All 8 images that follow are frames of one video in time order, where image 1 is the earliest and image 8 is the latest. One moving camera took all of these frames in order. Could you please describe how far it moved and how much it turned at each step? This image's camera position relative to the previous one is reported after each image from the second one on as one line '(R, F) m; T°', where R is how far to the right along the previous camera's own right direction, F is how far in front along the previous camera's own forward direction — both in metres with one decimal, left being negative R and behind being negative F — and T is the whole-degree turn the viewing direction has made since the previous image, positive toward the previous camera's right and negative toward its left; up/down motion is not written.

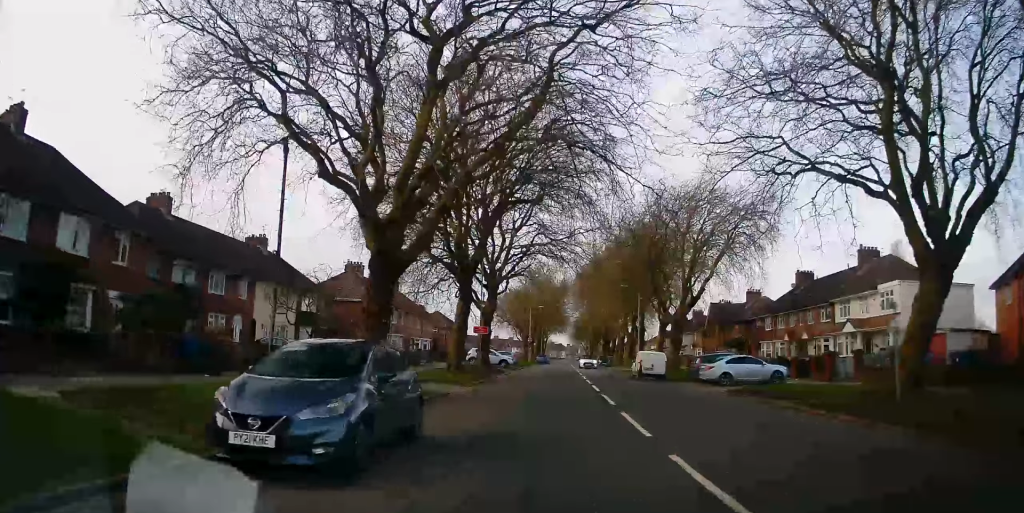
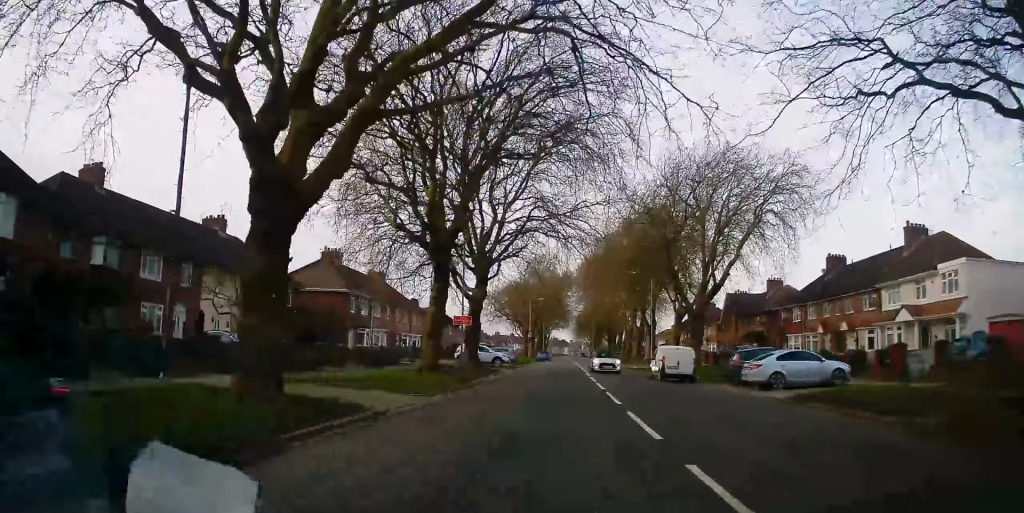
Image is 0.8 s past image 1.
(-0.1, +6.4) m; 0°
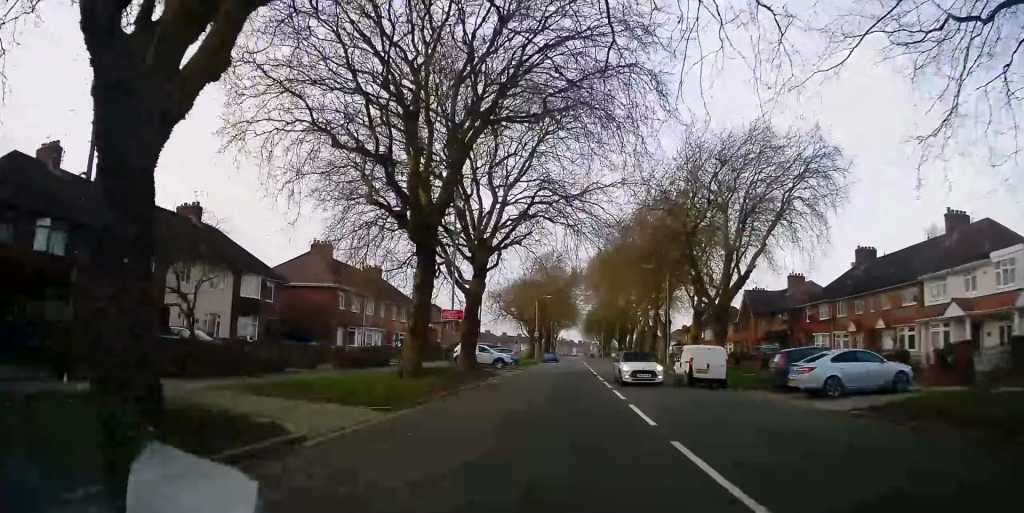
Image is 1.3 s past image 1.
(0.0, +4.2) m; 0°
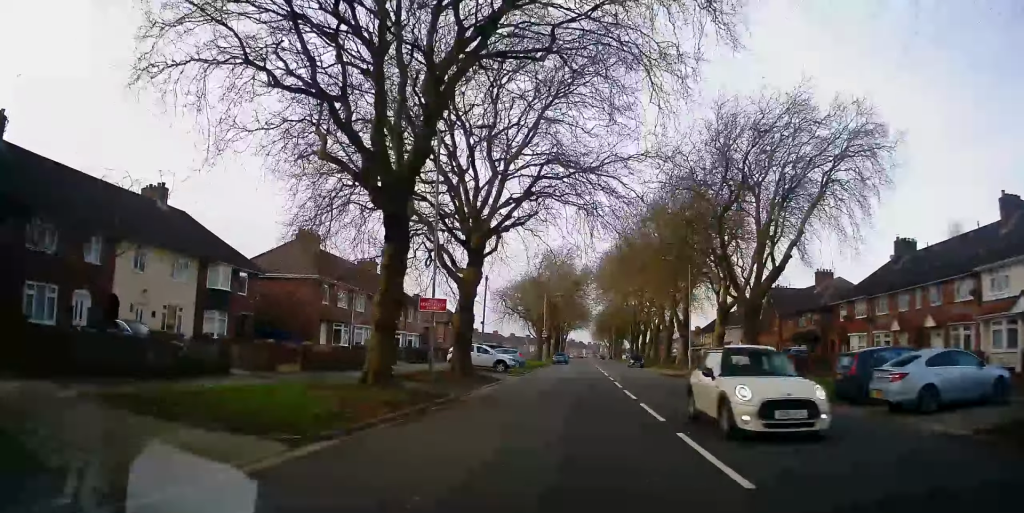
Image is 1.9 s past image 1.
(0.0, +4.8) m; 0°
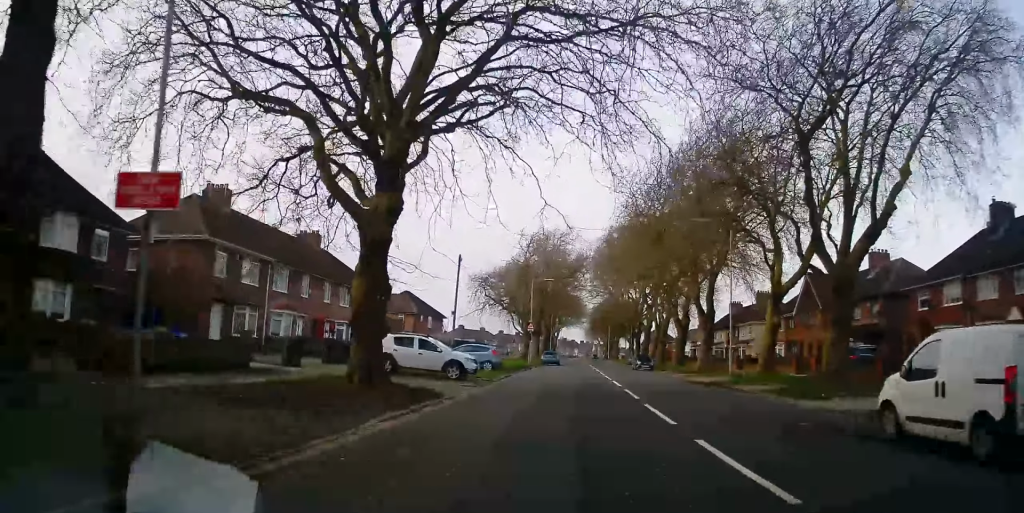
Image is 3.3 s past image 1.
(0.0, +12.4) m; +1°
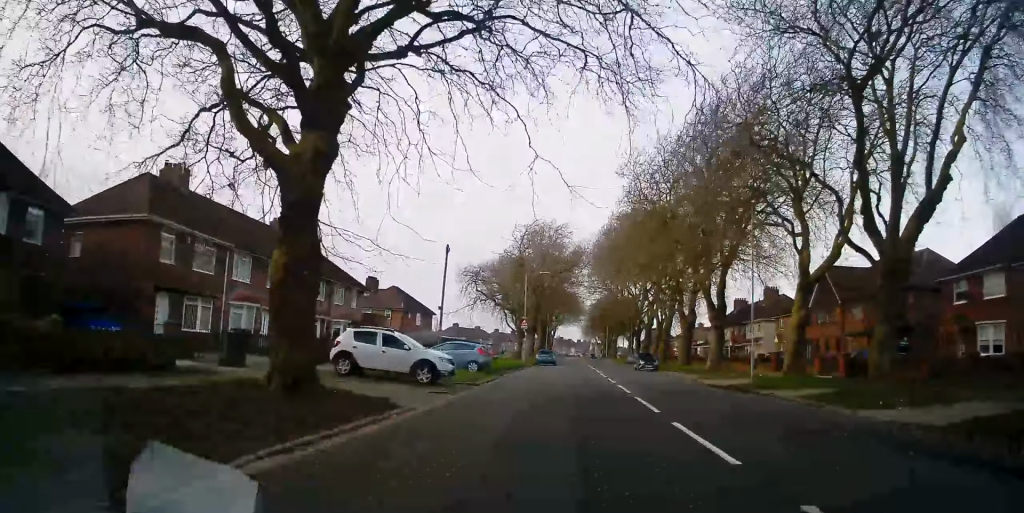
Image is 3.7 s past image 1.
(-0.1, +4.0) m; +1°
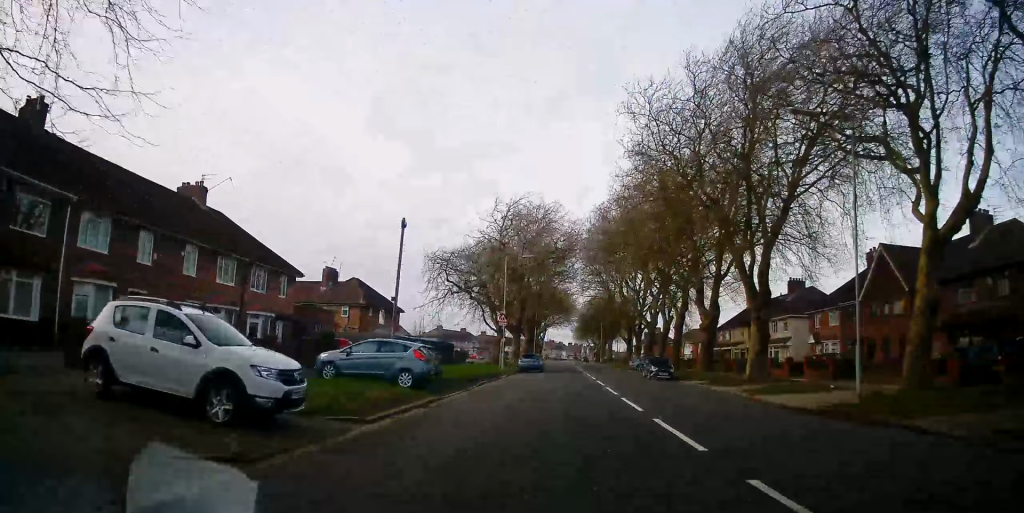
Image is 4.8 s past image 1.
(+0.3, +10.4) m; +1°
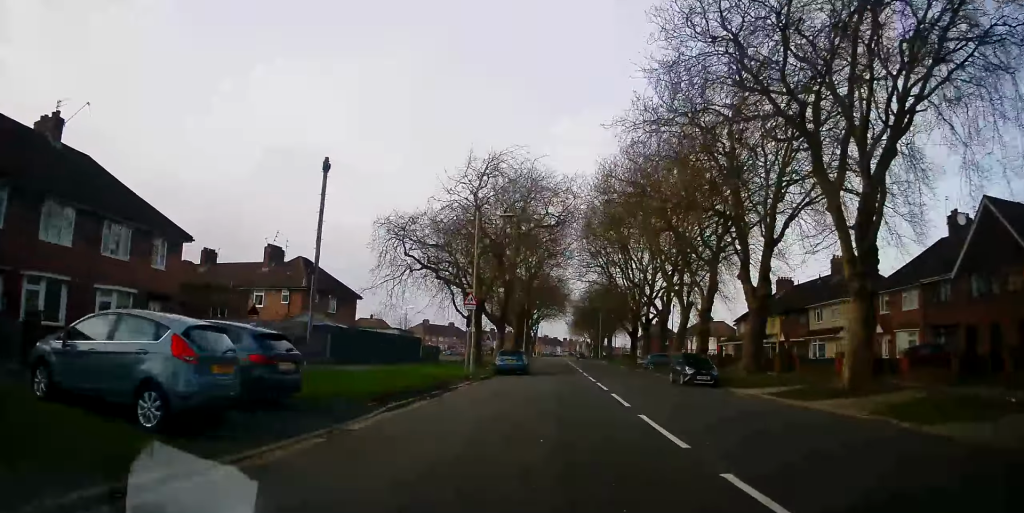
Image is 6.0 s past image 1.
(-0.3, +11.8) m; -2°
